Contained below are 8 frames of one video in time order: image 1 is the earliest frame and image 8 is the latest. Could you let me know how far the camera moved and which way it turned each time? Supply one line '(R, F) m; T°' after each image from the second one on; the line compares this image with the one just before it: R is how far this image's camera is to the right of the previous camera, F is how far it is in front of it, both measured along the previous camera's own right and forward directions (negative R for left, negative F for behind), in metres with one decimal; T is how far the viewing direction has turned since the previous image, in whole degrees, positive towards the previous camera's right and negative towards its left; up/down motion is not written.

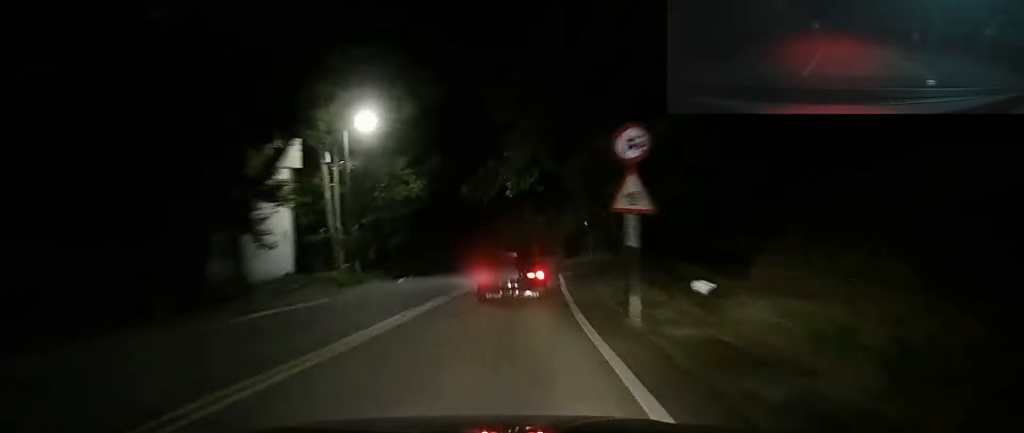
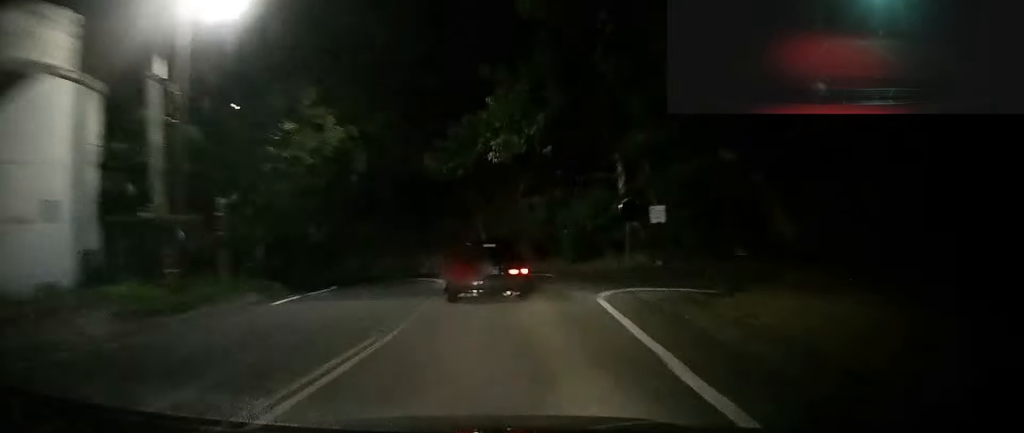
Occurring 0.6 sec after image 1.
(+0.4, +15.2) m; +2°
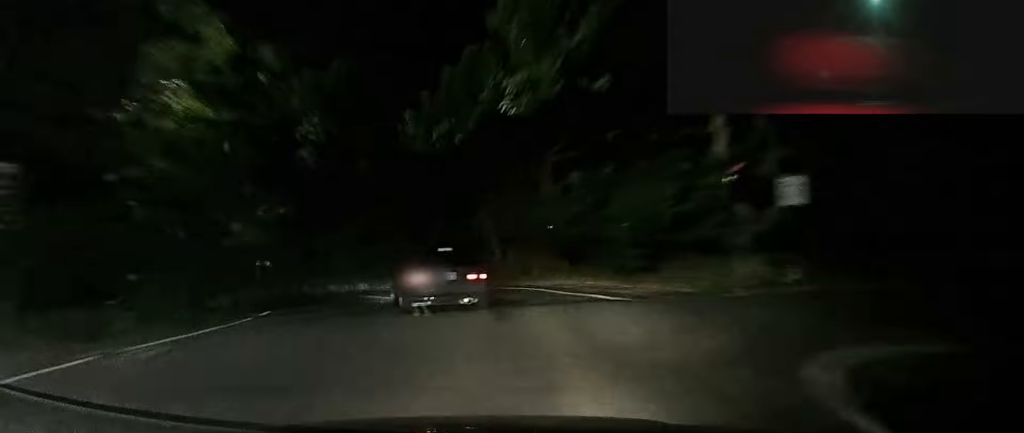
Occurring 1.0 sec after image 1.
(+0.4, +10.1) m; -1°
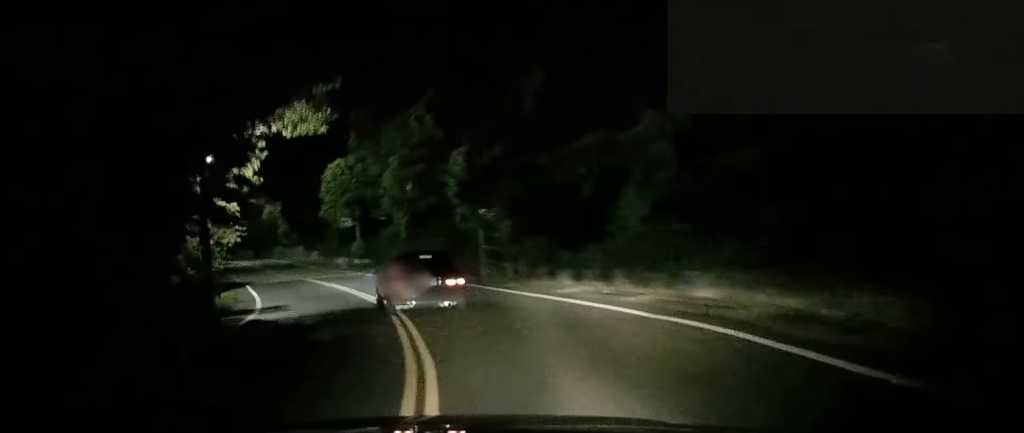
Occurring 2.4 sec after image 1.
(-1.2, +29.6) m; -16°
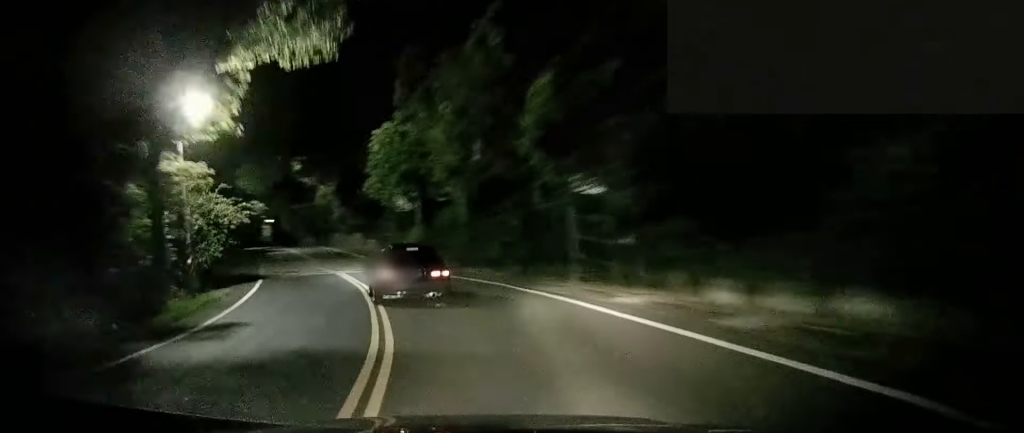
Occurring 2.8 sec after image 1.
(-1.4, +8.4) m; -8°
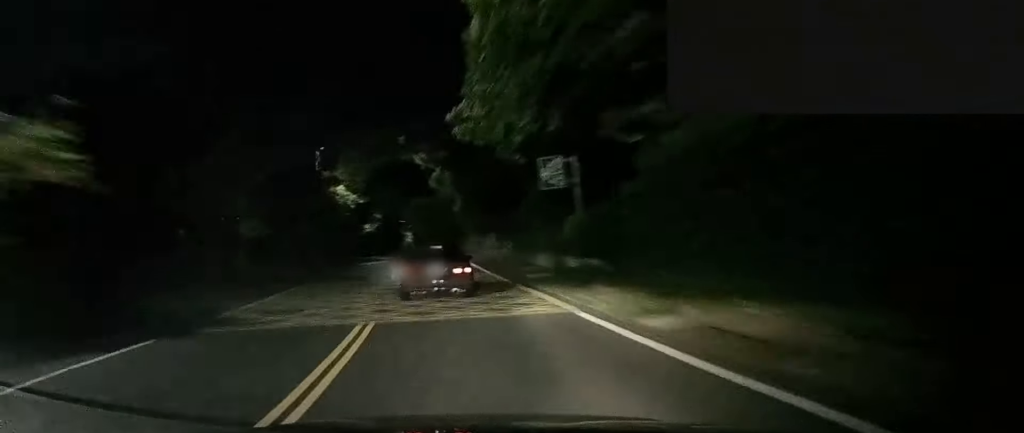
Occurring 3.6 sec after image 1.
(-2.5, +17.4) m; -16°
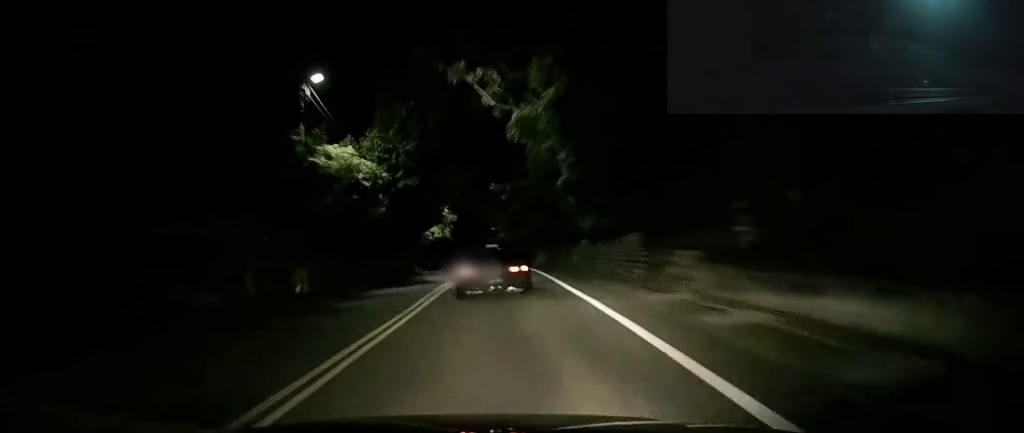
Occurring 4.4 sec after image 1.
(-2.1, +19.2) m; -10°
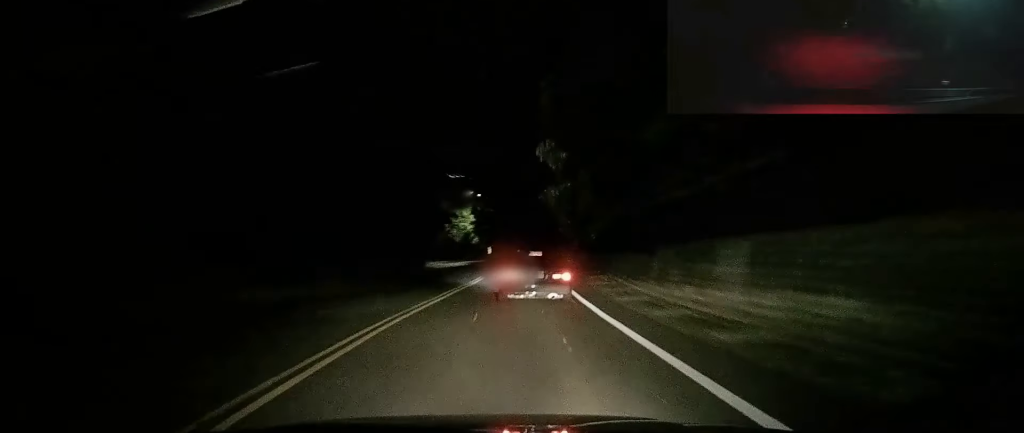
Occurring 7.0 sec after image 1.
(-7.6, +71.6) m; -6°
